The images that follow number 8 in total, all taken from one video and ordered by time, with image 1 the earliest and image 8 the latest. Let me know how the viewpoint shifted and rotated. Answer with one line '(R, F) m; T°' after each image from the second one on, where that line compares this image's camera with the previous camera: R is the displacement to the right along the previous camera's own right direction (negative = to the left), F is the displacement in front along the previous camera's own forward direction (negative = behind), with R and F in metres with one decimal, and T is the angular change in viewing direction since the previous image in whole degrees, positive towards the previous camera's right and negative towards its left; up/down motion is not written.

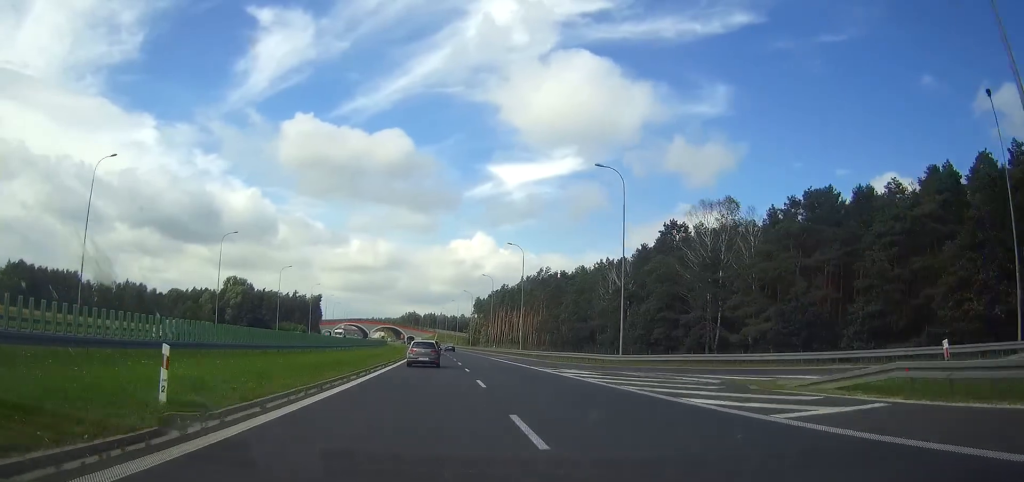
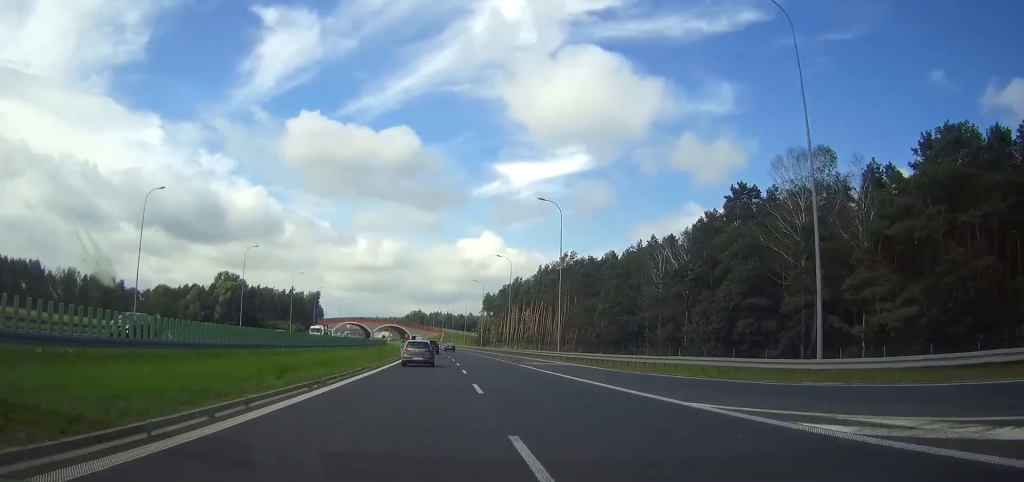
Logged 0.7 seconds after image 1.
(-0.1, +26.6) m; 0°
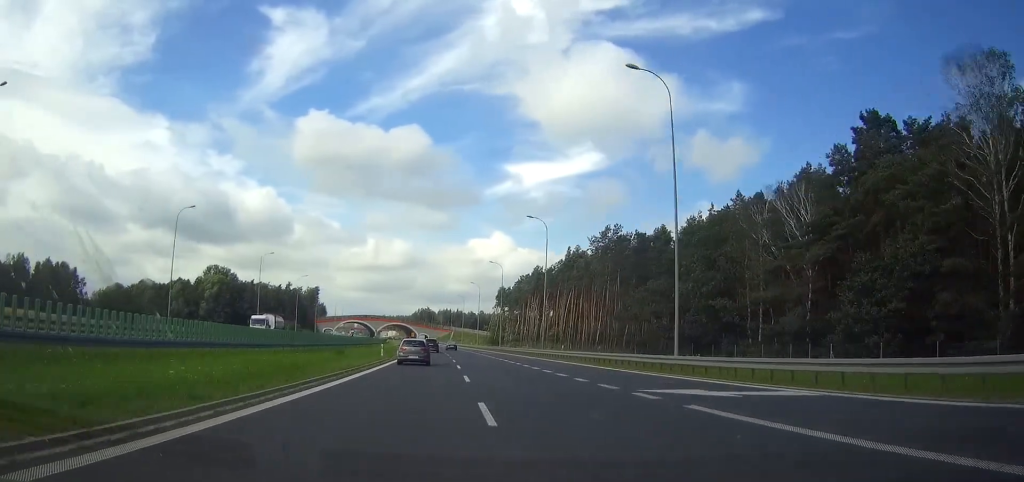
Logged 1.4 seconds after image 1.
(-0.1, +30.7) m; -1°
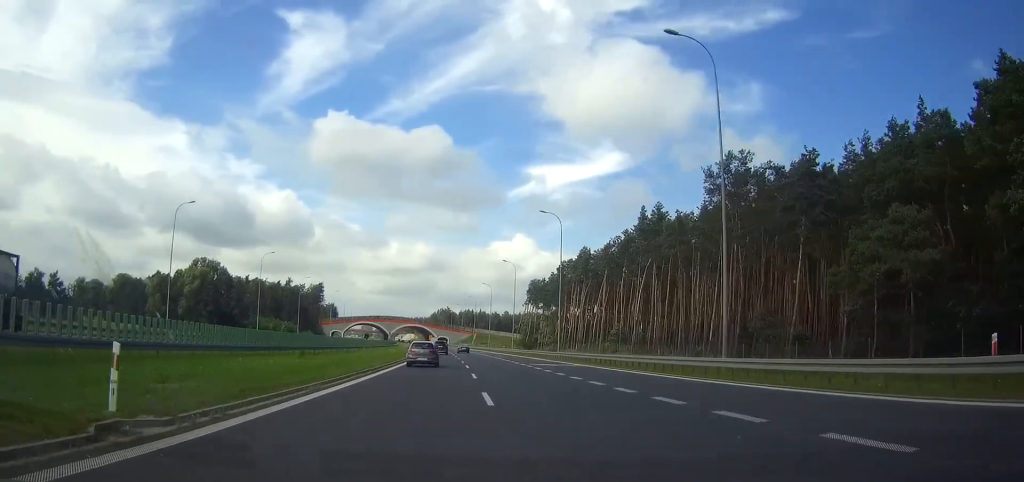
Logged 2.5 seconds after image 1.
(-0.6, +44.2) m; -2°
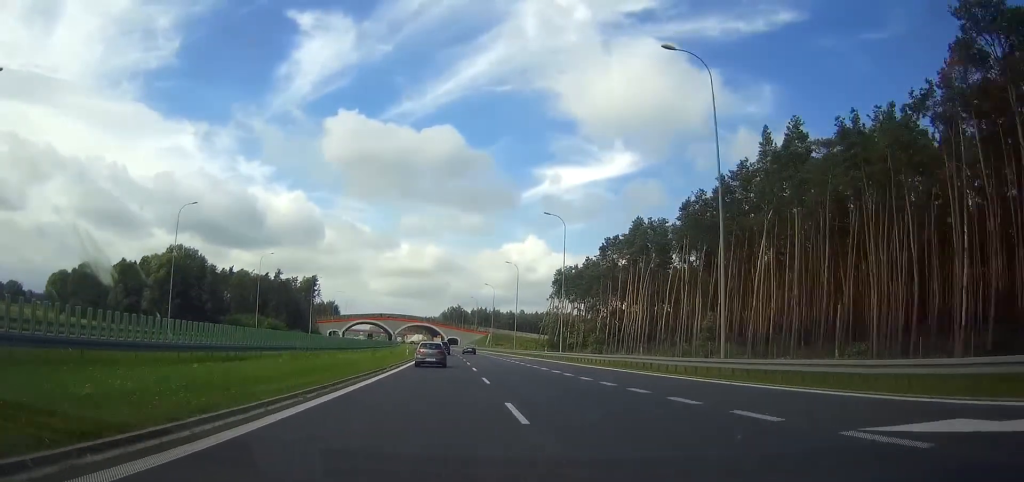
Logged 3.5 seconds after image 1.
(-0.6, +39.0) m; -1°
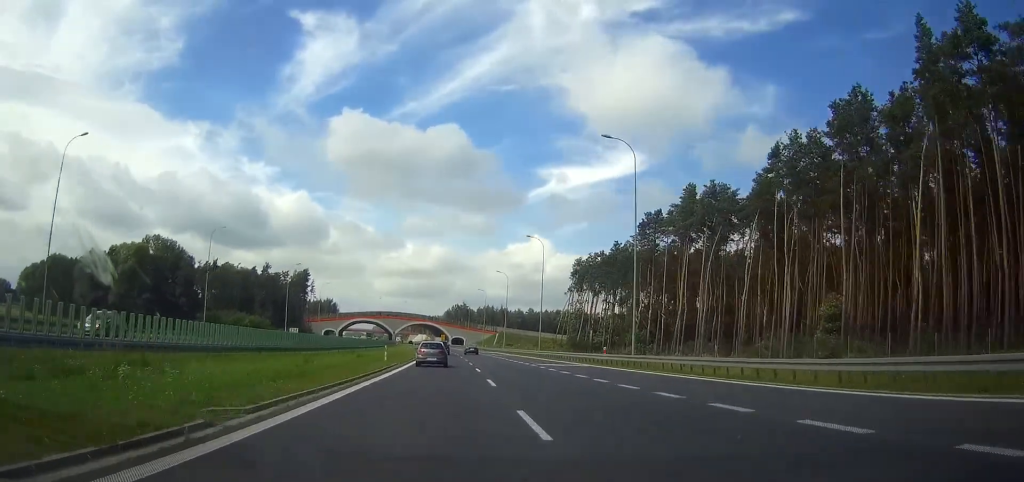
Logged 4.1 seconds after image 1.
(-0.2, +25.7) m; 0°
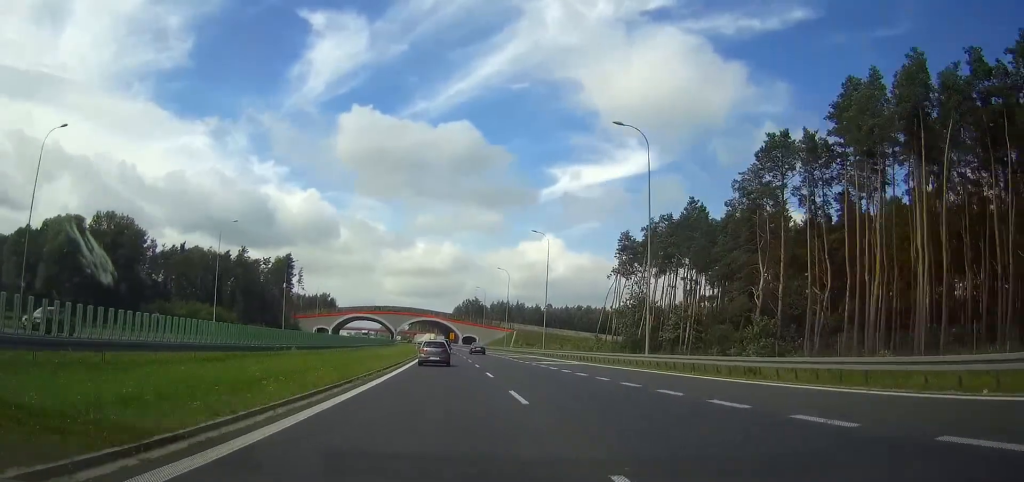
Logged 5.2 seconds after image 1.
(-0.3, +42.1) m; -1°
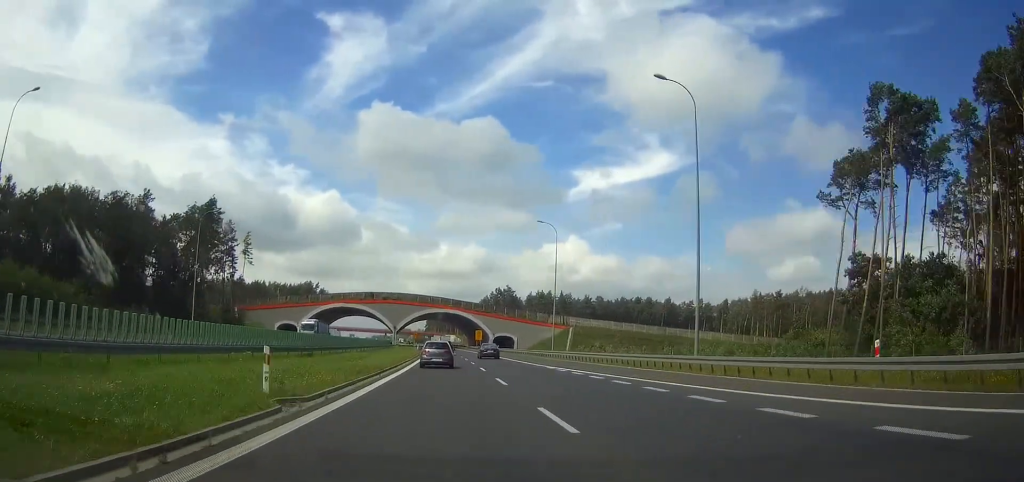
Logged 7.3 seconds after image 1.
(-1.5, +88.5) m; -3°
